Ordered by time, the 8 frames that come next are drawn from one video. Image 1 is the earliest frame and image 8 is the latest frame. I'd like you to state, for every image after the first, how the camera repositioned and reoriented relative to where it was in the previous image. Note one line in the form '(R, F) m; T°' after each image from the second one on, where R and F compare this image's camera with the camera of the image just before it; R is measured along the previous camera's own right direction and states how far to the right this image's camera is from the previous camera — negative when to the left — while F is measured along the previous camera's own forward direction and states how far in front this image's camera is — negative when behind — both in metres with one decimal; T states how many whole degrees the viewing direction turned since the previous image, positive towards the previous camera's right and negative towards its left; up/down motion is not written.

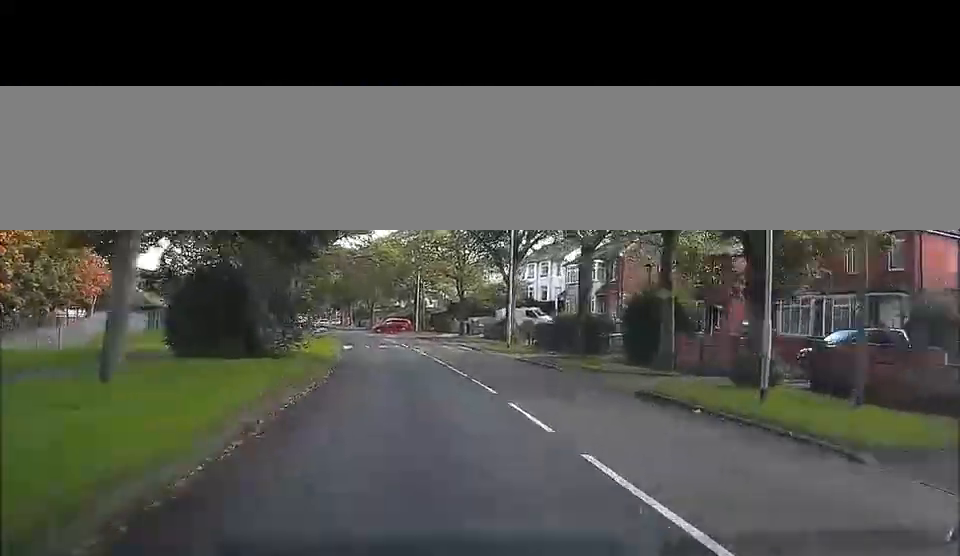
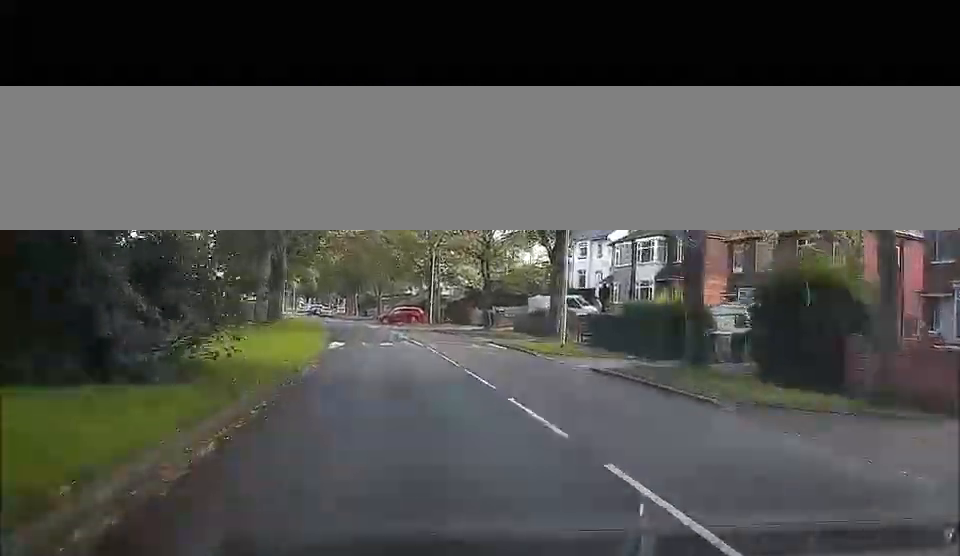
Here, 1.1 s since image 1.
(+0.3, +12.0) m; +1°
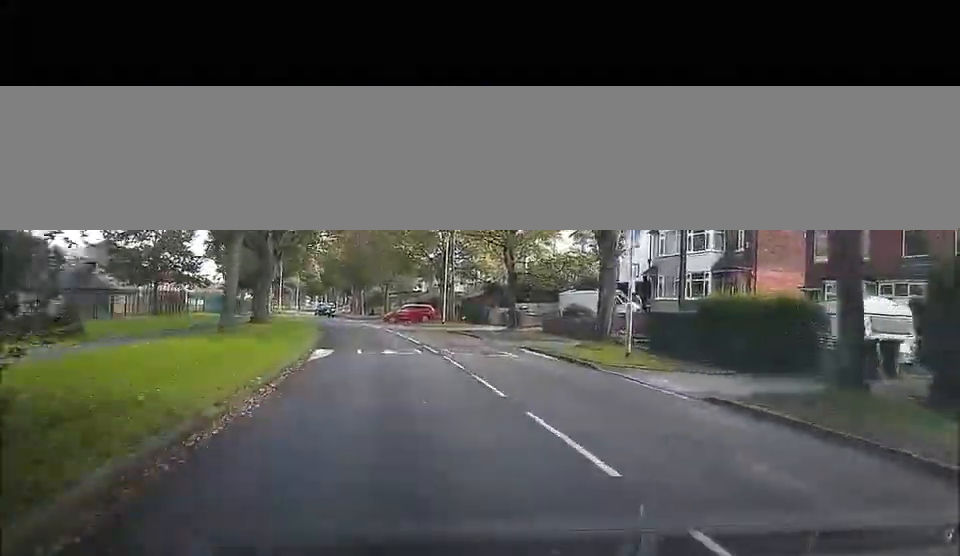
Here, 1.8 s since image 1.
(-0.1, +7.7) m; -2°
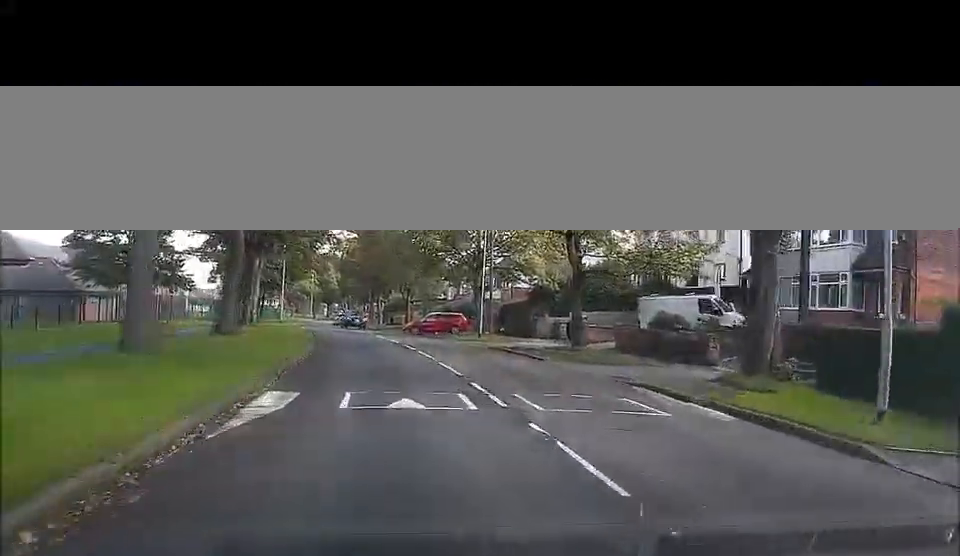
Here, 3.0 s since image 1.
(-0.3, +11.8) m; -2°
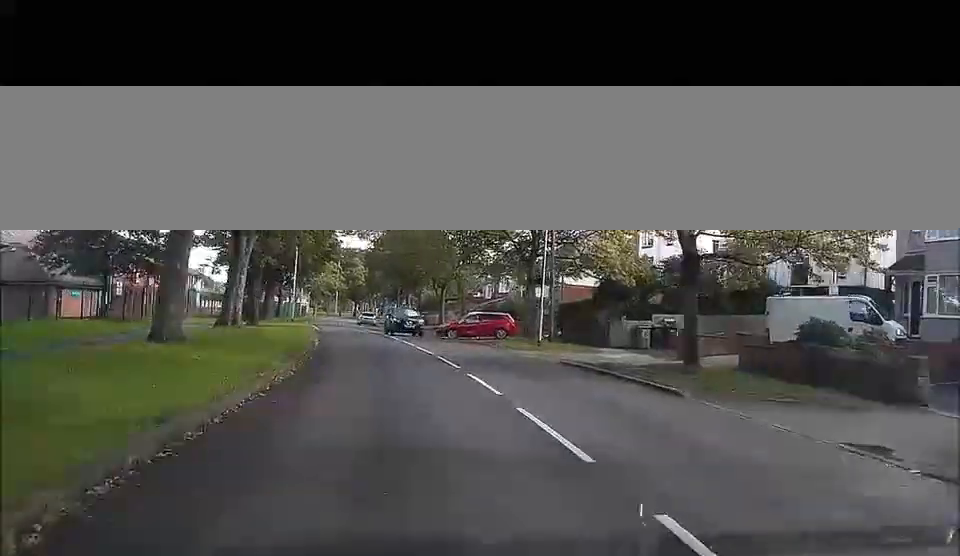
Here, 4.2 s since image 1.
(0.0, +10.5) m; -3°
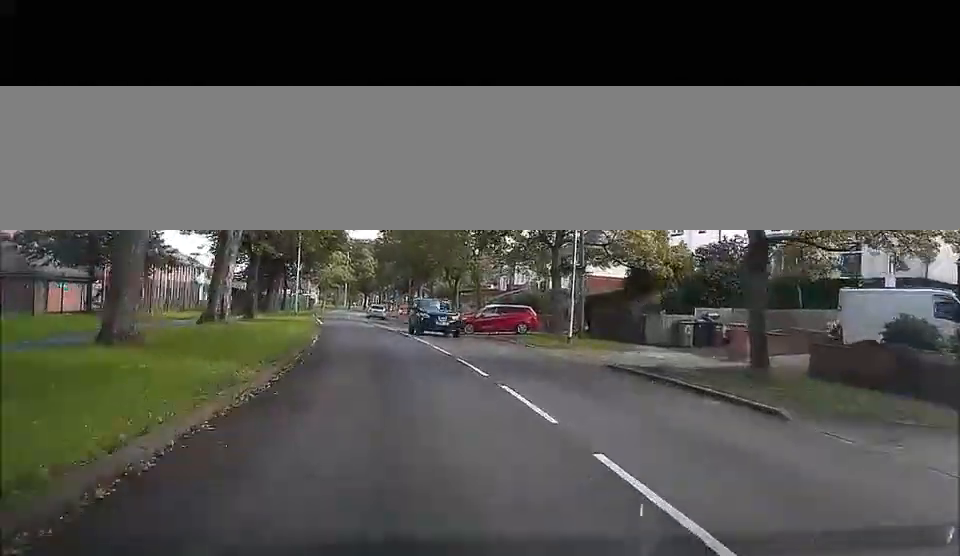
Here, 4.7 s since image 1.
(-0.2, +4.4) m; -1°
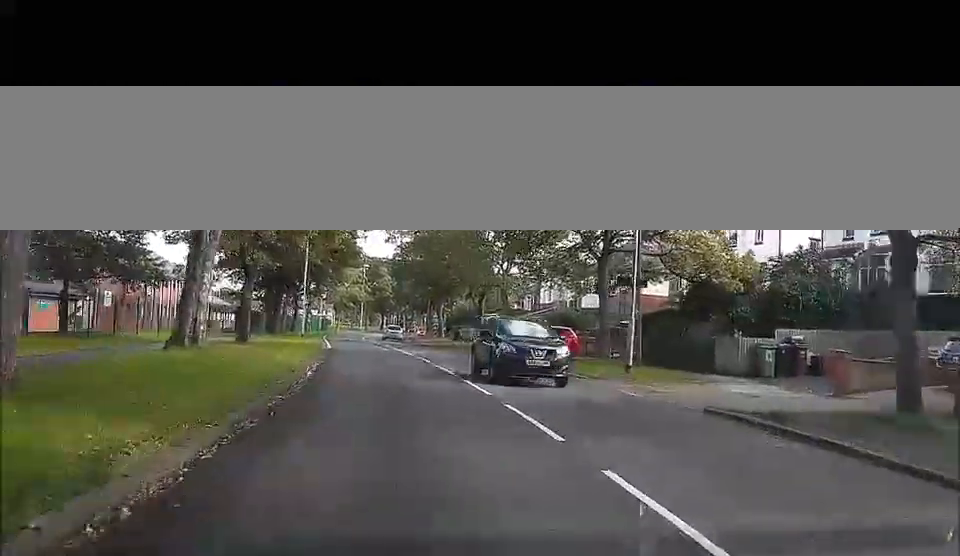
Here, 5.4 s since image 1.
(-0.2, +6.1) m; -2°
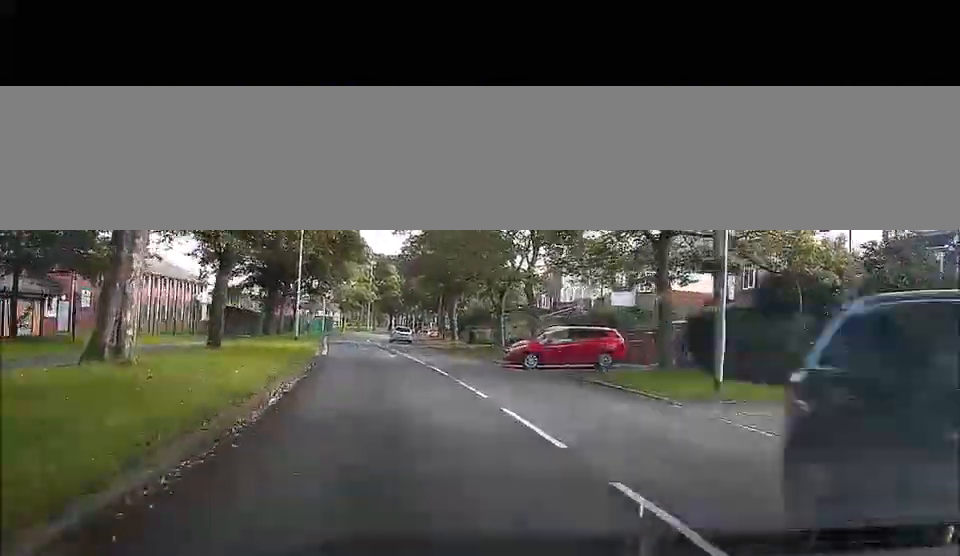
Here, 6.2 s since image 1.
(+0.1, +5.5) m; -3°
